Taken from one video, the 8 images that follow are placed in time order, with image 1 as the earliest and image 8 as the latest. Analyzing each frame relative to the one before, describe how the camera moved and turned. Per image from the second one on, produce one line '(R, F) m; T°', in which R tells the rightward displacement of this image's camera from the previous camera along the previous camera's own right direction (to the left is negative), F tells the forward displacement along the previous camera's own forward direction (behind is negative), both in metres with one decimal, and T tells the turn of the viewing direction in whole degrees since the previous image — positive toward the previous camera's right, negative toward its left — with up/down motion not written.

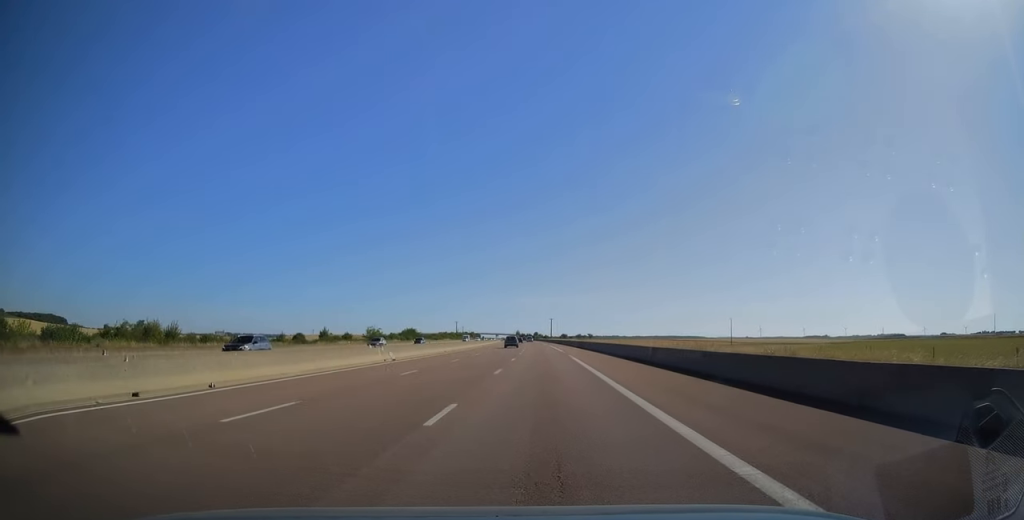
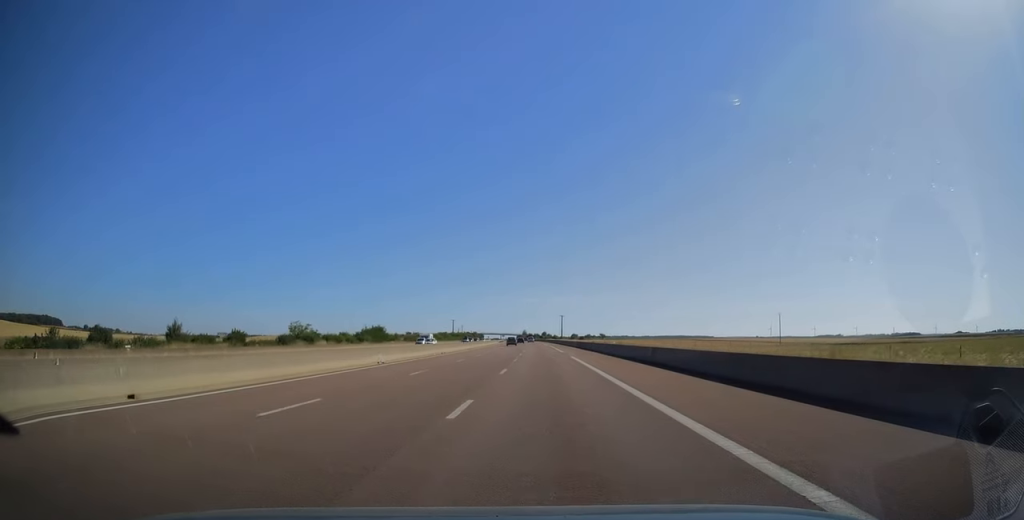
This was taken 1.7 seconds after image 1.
(-0.6, +51.4) m; -1°
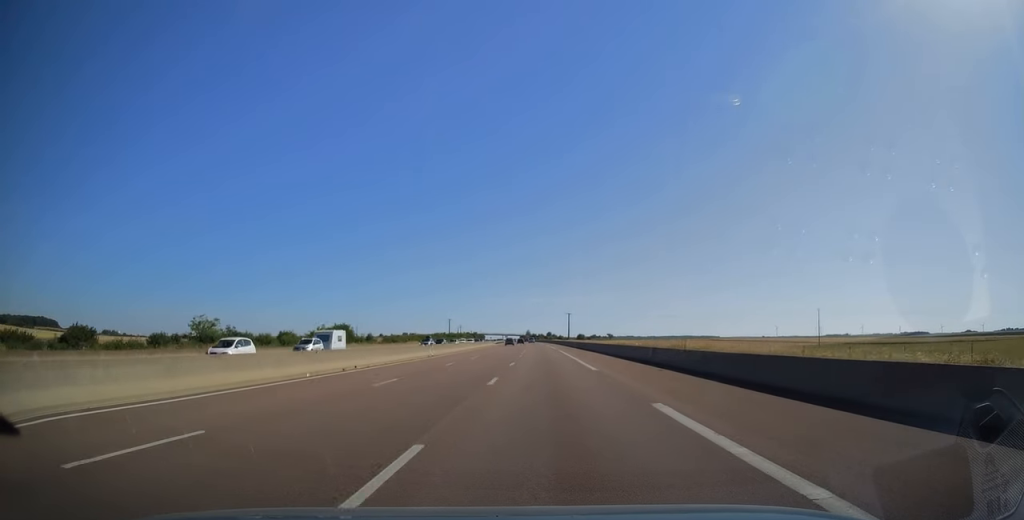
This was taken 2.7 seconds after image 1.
(0.0, +31.6) m; 0°
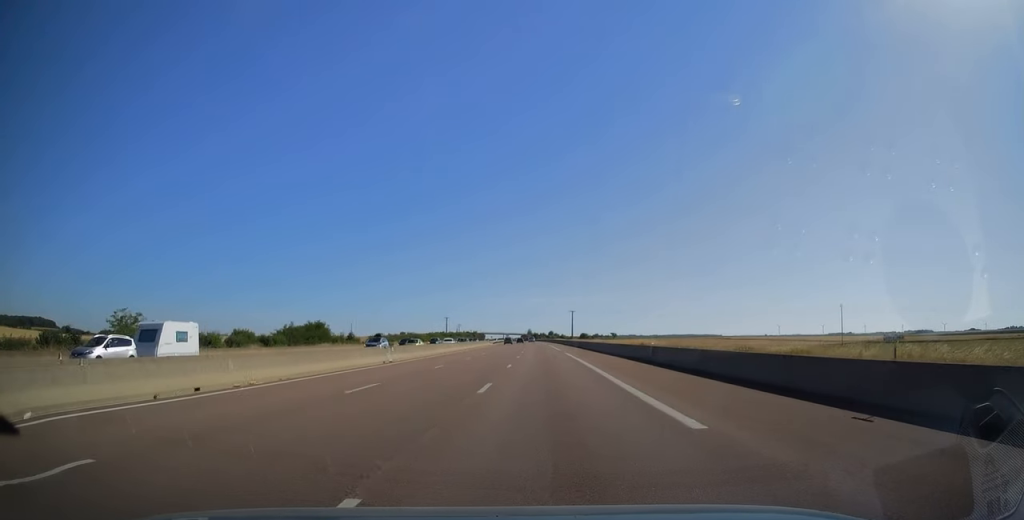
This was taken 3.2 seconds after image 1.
(0.0, +15.8) m; 0°
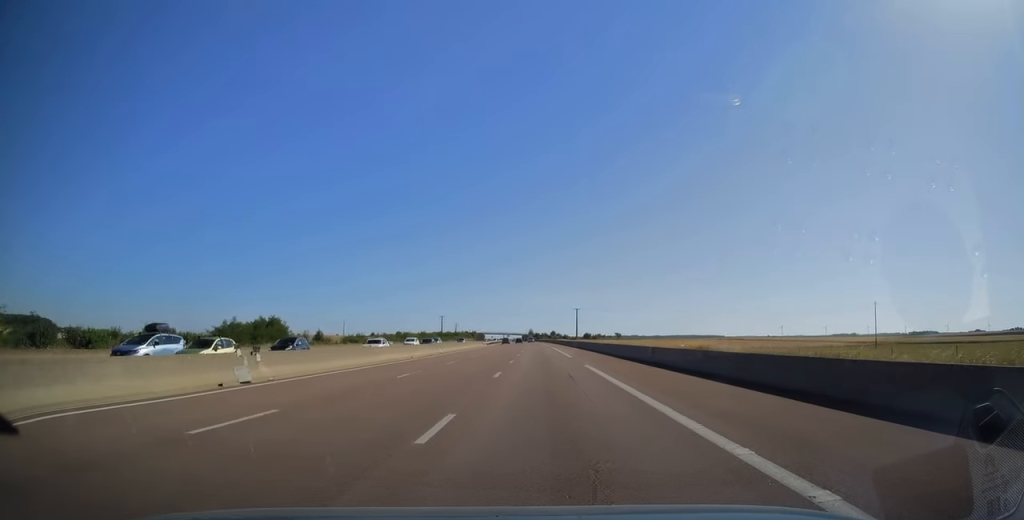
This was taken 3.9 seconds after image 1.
(0.0, +20.4) m; -1°
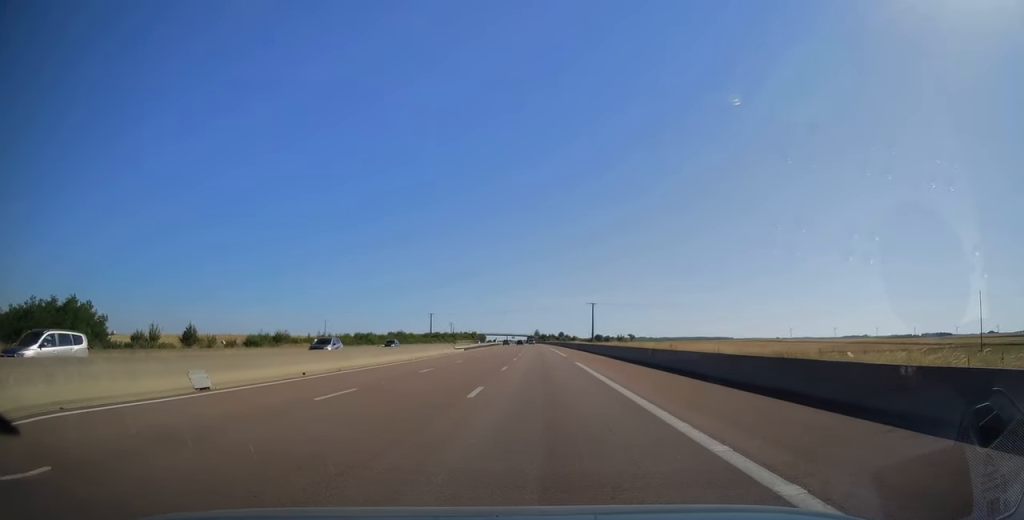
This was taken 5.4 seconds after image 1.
(-0.5, +45.9) m; 0°
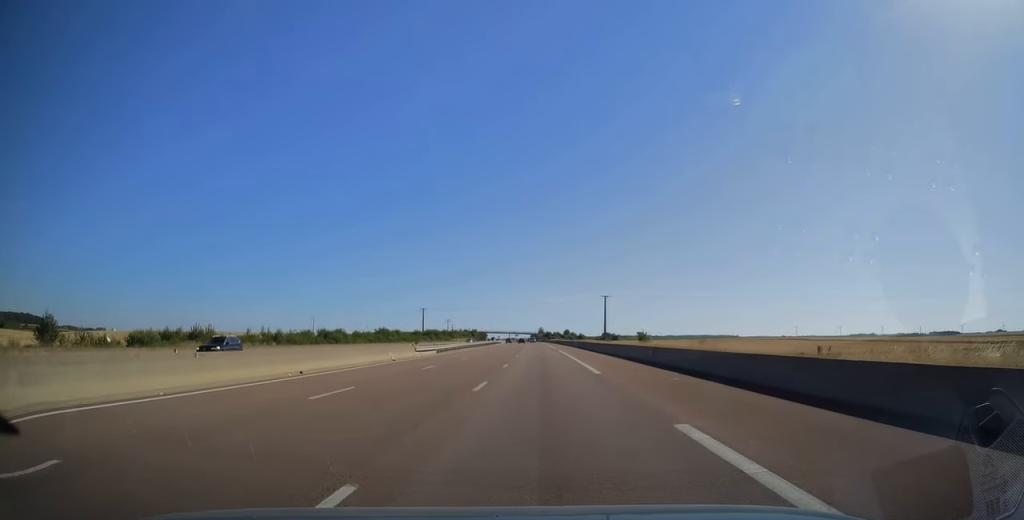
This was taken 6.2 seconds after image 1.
(+0.3, +24.9) m; 0°
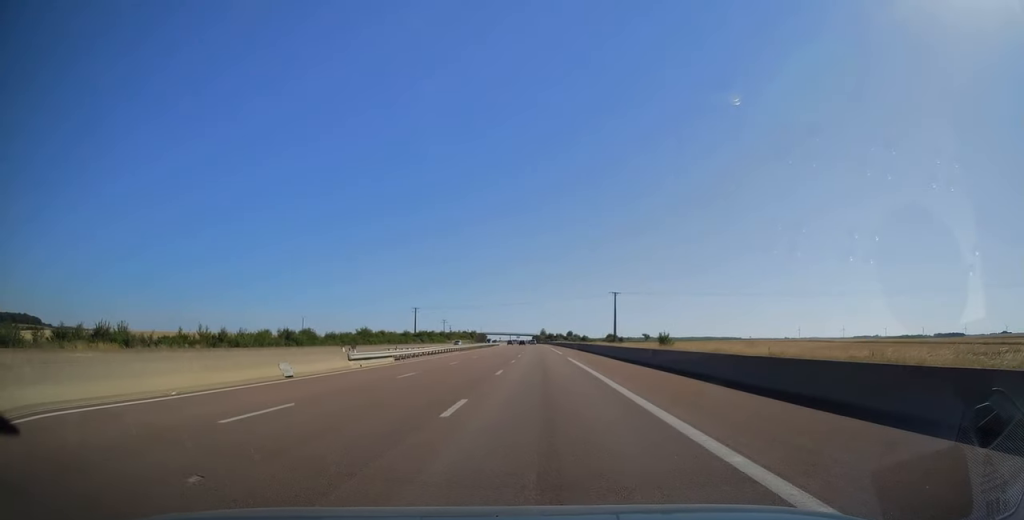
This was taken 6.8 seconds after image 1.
(-0.2, +17.9) m; 0°
